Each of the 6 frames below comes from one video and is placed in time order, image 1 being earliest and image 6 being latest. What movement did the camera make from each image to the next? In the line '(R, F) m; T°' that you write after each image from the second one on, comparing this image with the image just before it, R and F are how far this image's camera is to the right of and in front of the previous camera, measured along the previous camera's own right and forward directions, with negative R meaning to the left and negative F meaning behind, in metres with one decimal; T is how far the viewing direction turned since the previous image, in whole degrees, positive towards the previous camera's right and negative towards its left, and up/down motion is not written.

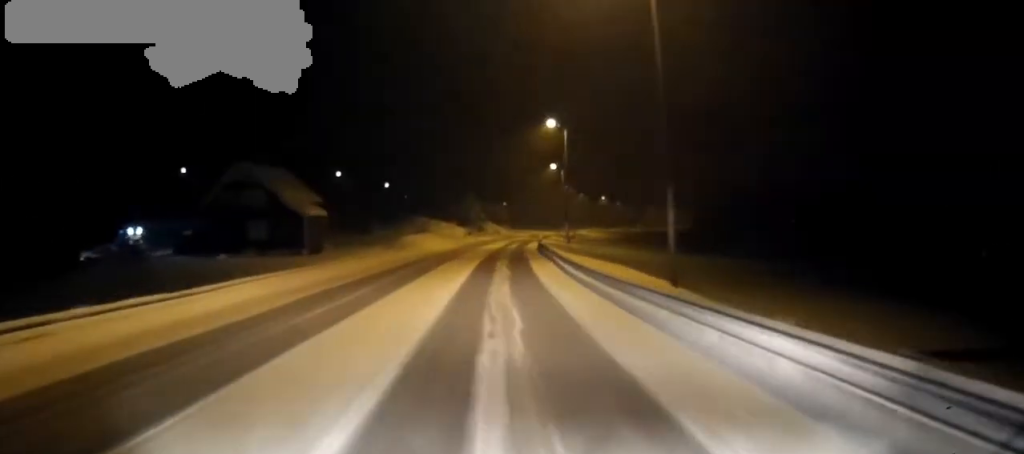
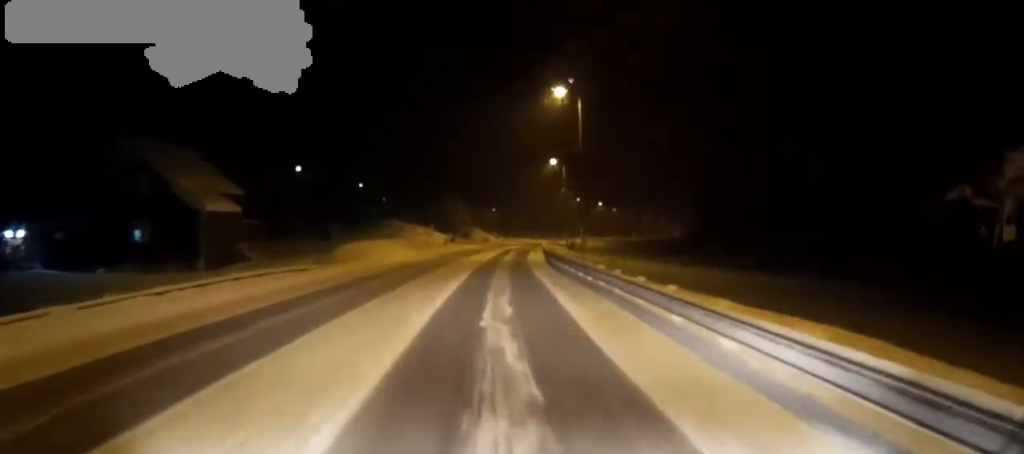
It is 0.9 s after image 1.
(+0.2, +16.8) m; +1°
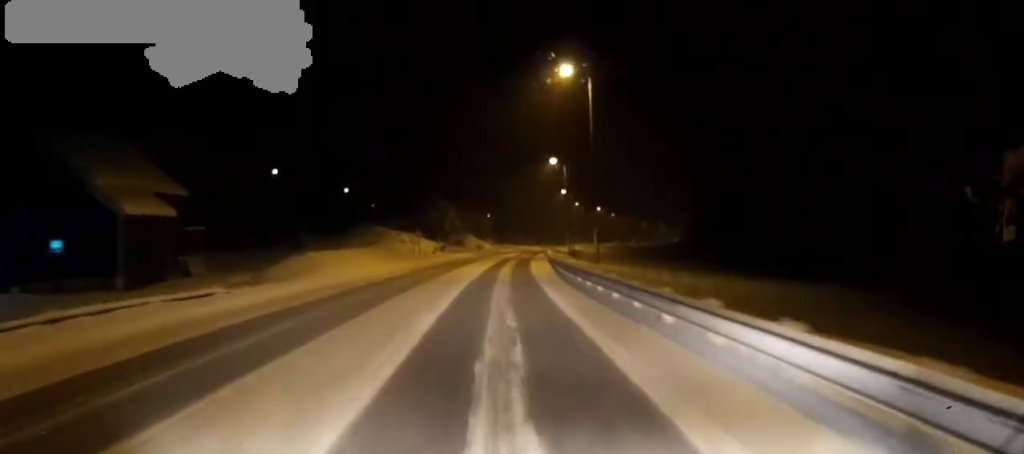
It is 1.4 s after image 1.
(0.0, +7.7) m; +1°
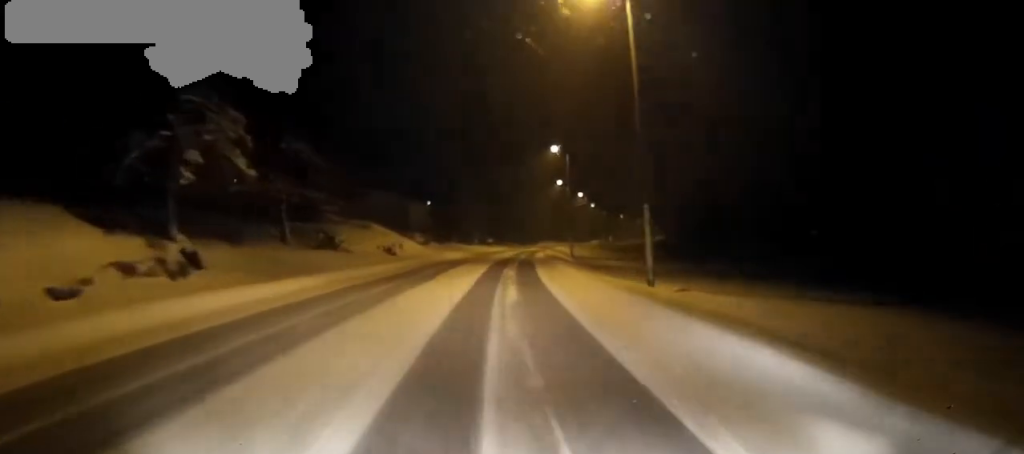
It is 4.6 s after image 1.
(+2.2, +56.1) m; +4°
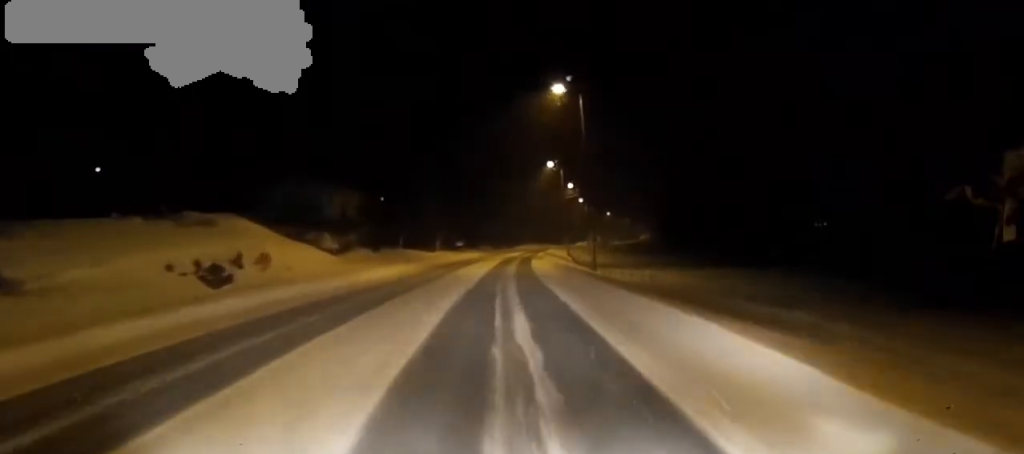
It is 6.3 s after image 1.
(+0.6, +28.2) m; +2°
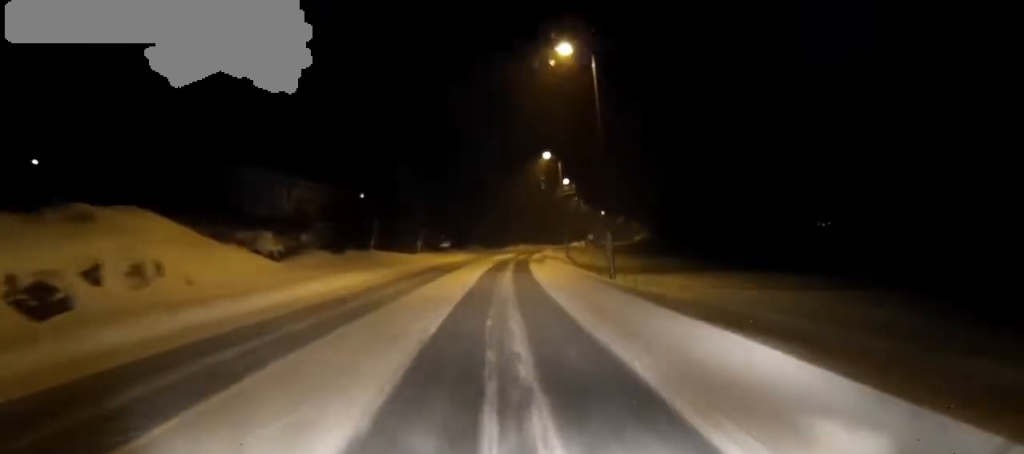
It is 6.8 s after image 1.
(+0.1, +9.0) m; +1°
